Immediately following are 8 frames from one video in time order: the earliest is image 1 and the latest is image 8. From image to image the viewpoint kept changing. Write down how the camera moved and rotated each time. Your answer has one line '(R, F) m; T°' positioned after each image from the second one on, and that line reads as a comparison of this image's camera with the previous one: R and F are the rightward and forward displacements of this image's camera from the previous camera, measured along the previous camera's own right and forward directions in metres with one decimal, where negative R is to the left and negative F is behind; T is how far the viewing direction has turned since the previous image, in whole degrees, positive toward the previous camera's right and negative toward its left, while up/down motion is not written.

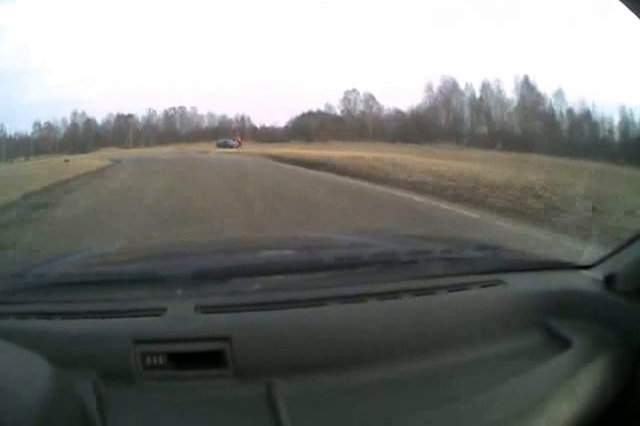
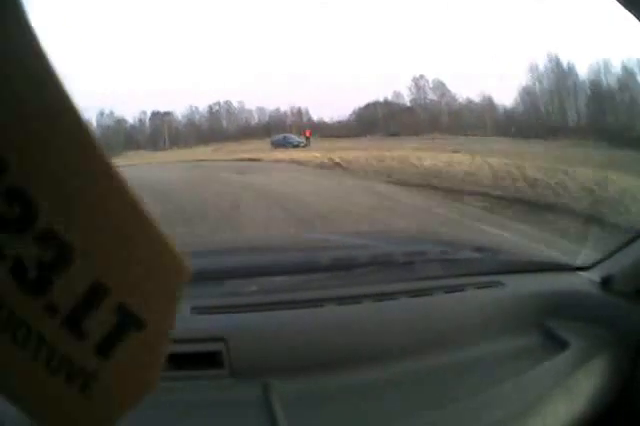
(+0.1, +18.2) m; -11°
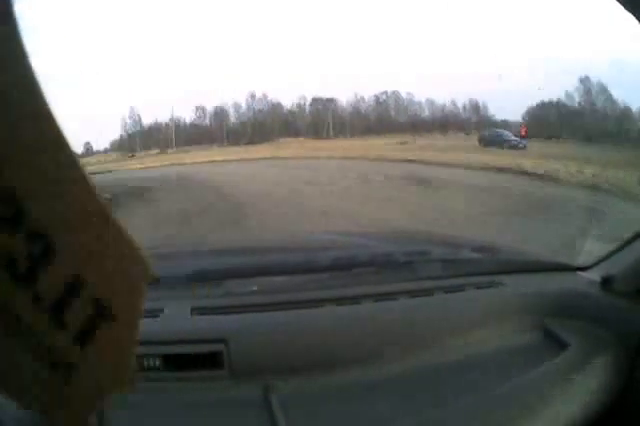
(-1.7, +11.7) m; -17°
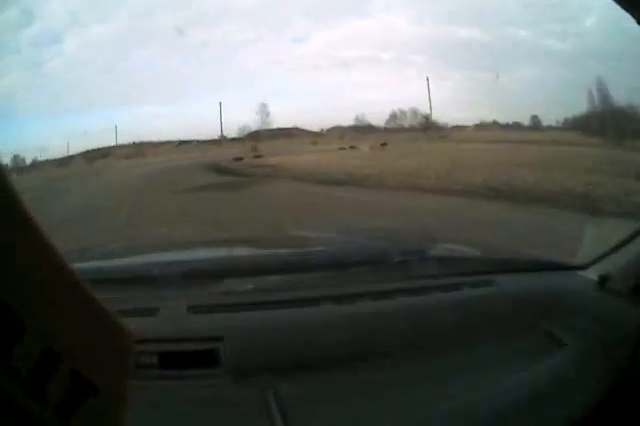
(-14.8, +22.9) m; -67°
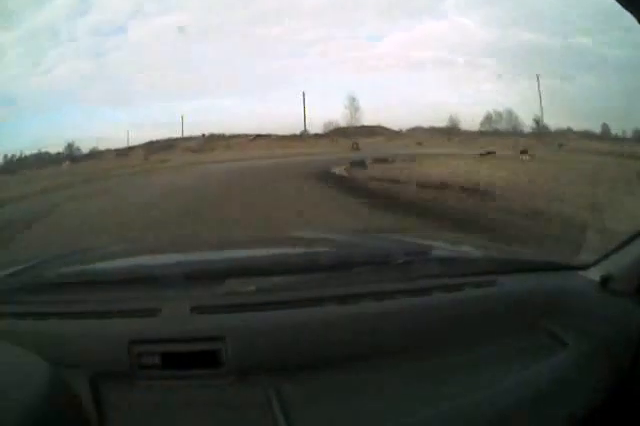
(-1.7, +9.1) m; -10°
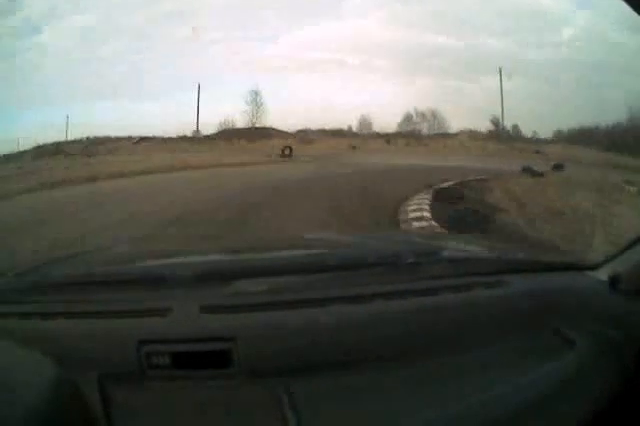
(-1.3, +12.3) m; +3°
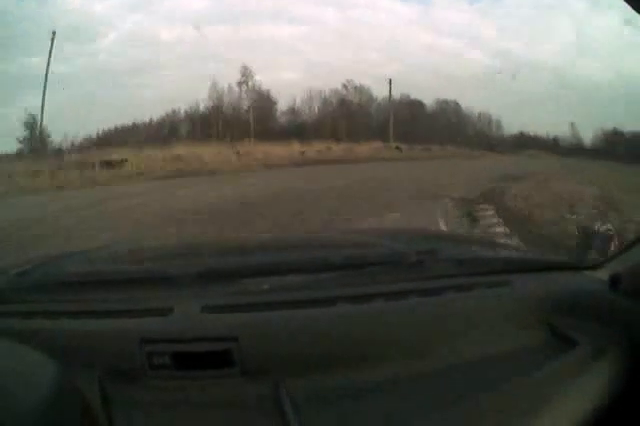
(+9.4, +20.2) m; +65°
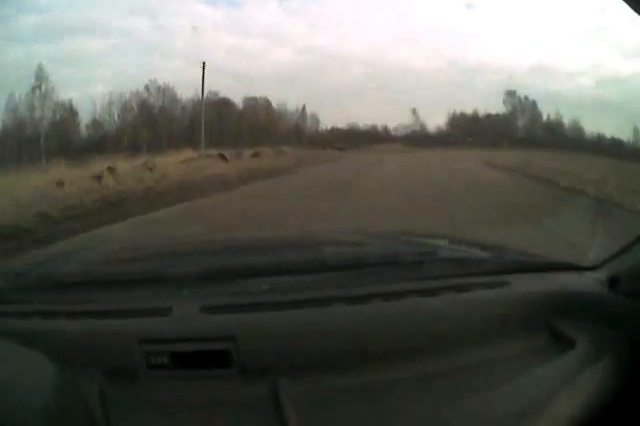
(+6.0, +13.0) m; +46°
